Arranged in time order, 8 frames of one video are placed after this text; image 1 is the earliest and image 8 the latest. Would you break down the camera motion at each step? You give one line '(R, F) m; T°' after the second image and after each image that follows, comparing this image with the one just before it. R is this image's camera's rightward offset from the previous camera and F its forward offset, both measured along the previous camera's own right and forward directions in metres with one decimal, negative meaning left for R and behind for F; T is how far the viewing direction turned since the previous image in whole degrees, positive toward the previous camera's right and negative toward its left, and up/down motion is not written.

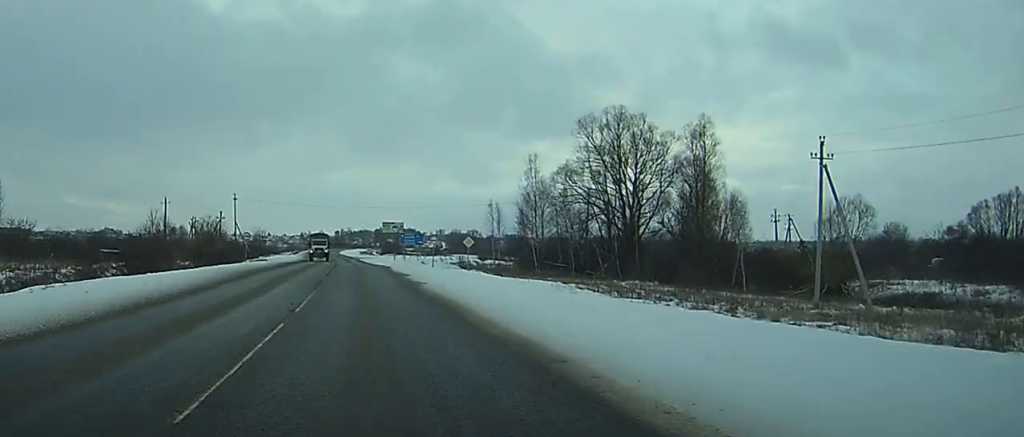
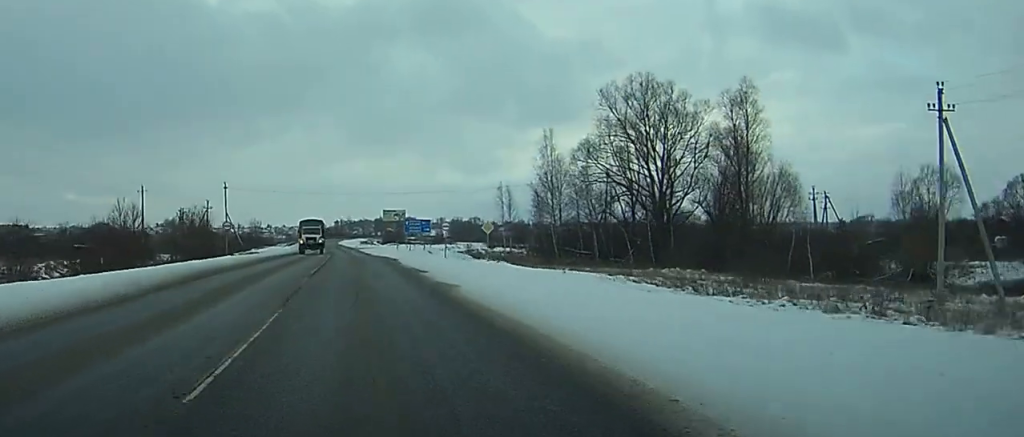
(0.0, +11.4) m; 0°
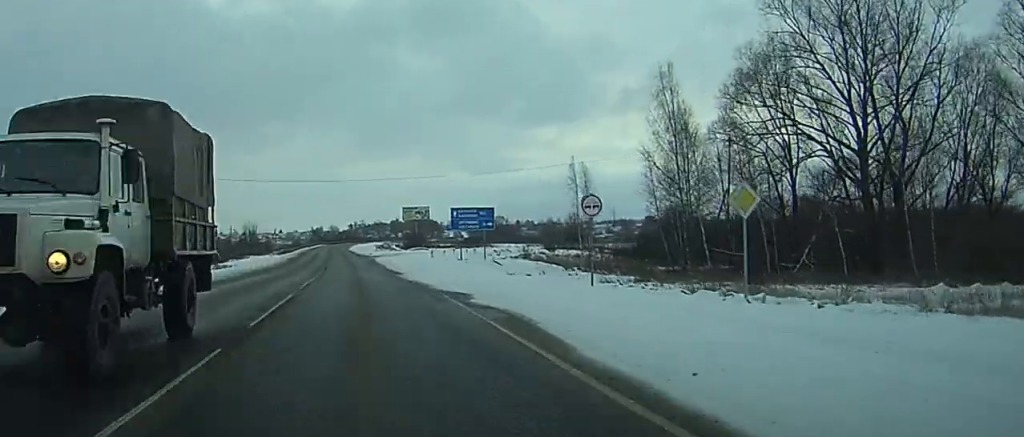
(-0.1, +41.1) m; -1°
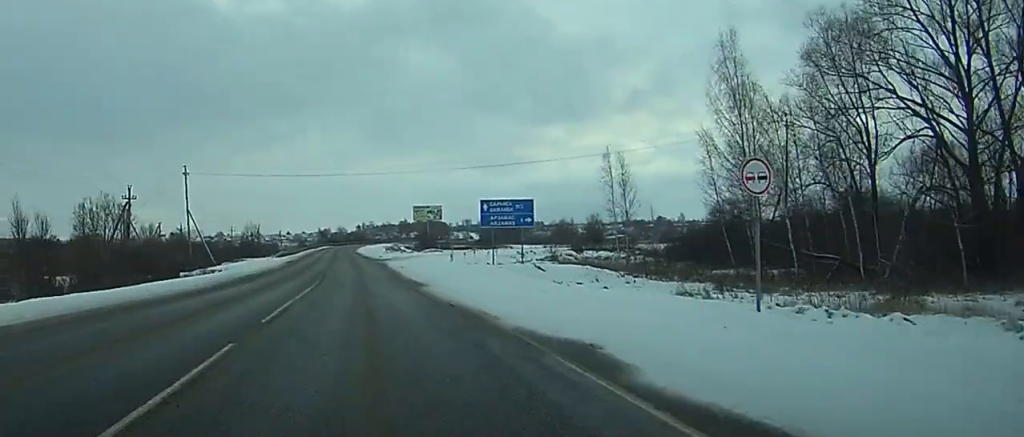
(0.0, +11.4) m; 0°
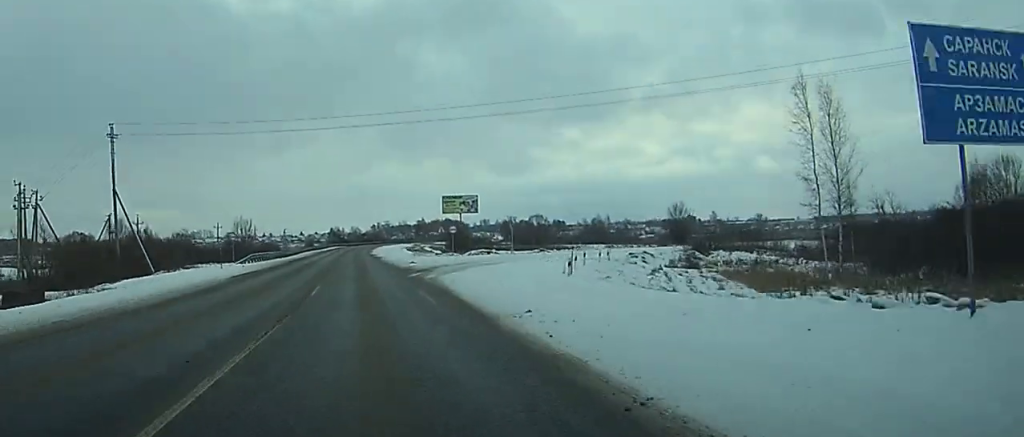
(-0.4, +38.3) m; -1°
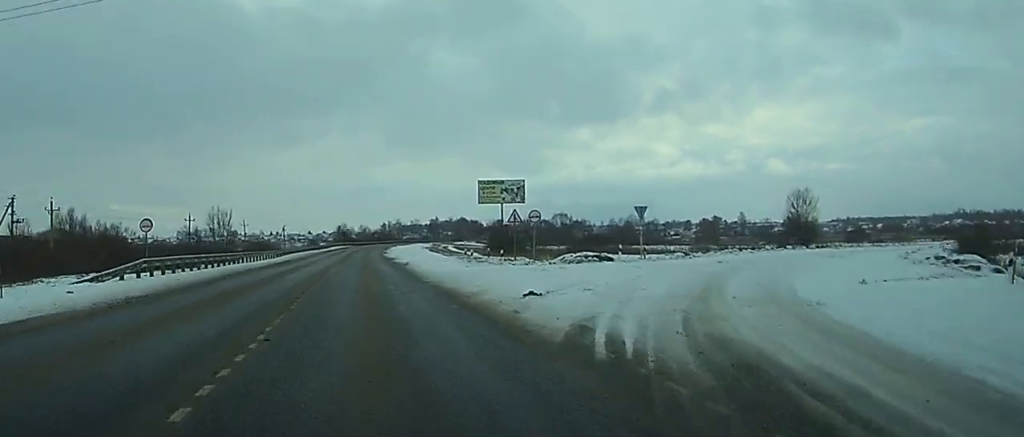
(-0.3, +35.3) m; -1°
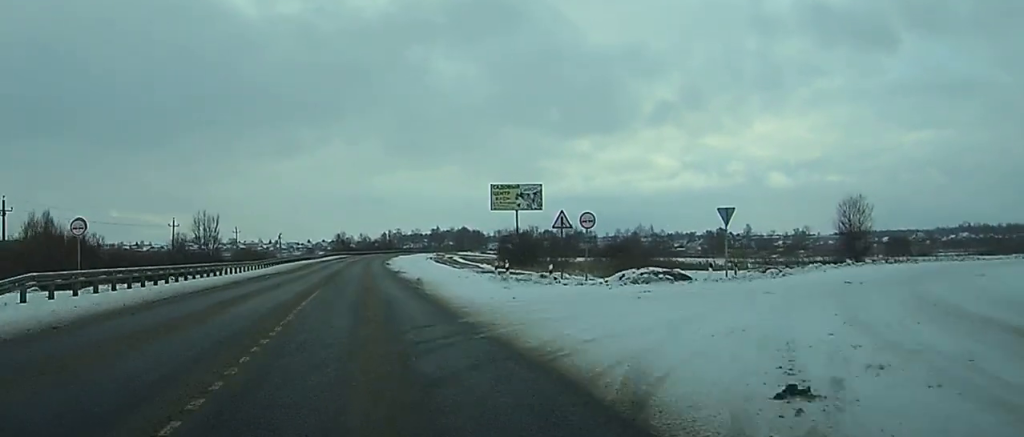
(0.0, +11.2) m; 0°
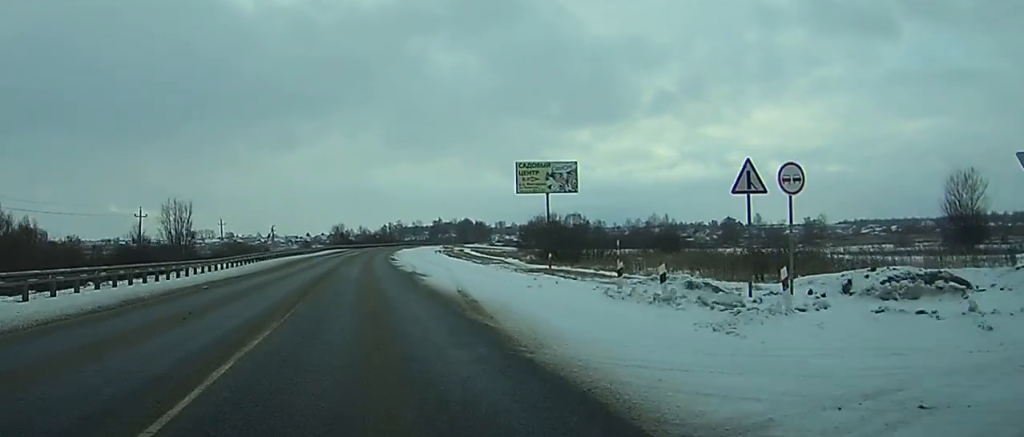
(0.0, +17.9) m; 0°
